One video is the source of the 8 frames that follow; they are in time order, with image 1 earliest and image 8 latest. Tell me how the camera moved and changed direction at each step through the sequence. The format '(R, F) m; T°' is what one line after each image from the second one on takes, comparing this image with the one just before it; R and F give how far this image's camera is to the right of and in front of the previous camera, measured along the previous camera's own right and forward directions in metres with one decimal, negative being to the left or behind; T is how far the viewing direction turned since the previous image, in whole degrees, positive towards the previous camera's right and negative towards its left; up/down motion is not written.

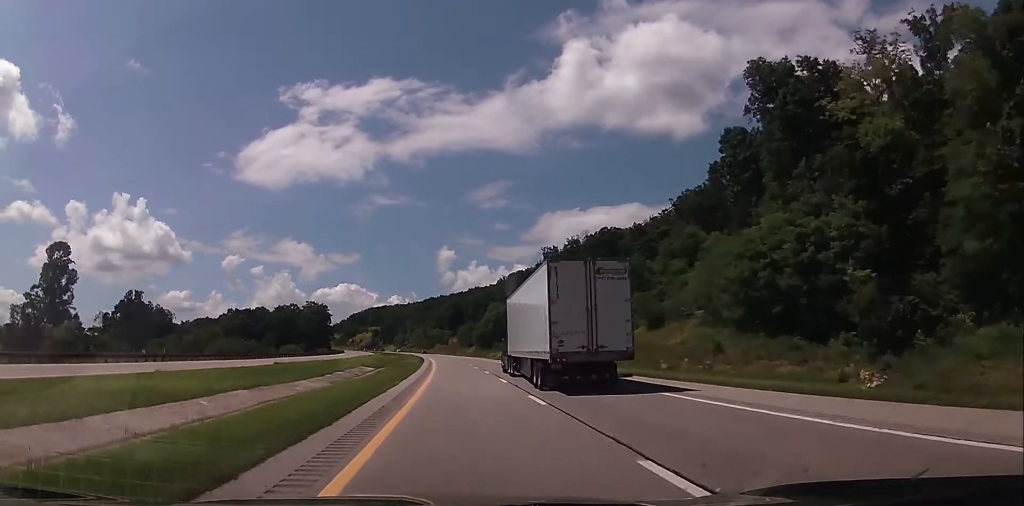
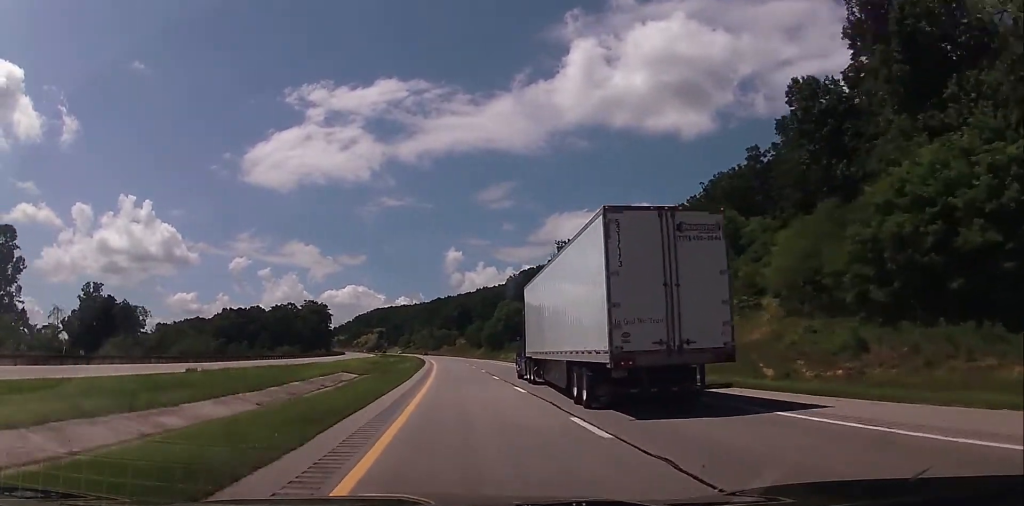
(0.0, +18.6) m; 0°
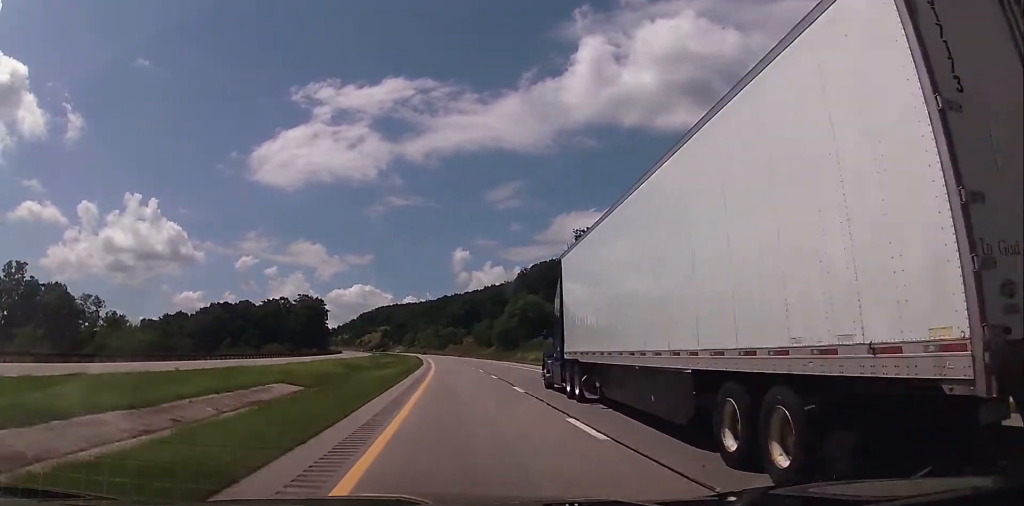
(-0.1, +24.1) m; -1°
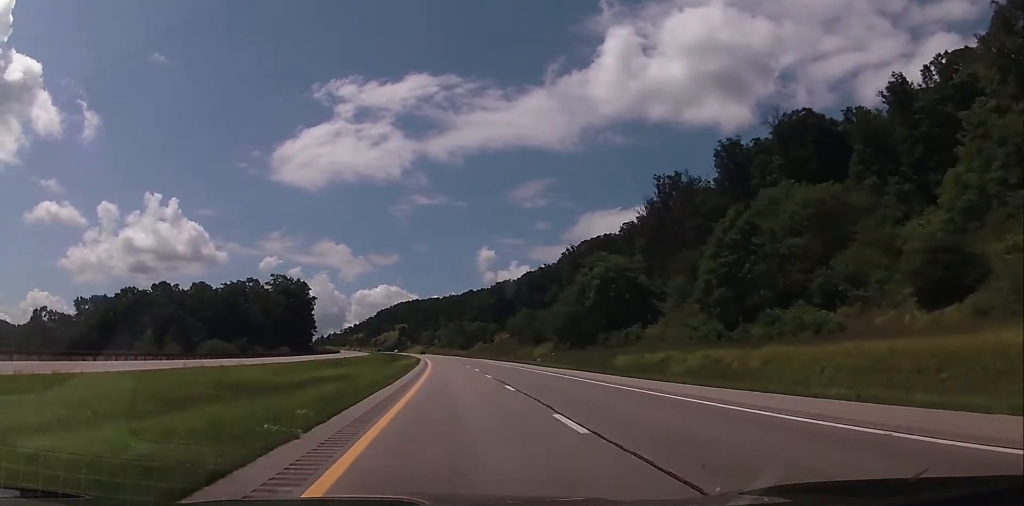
(-1.6, +71.6) m; -2°
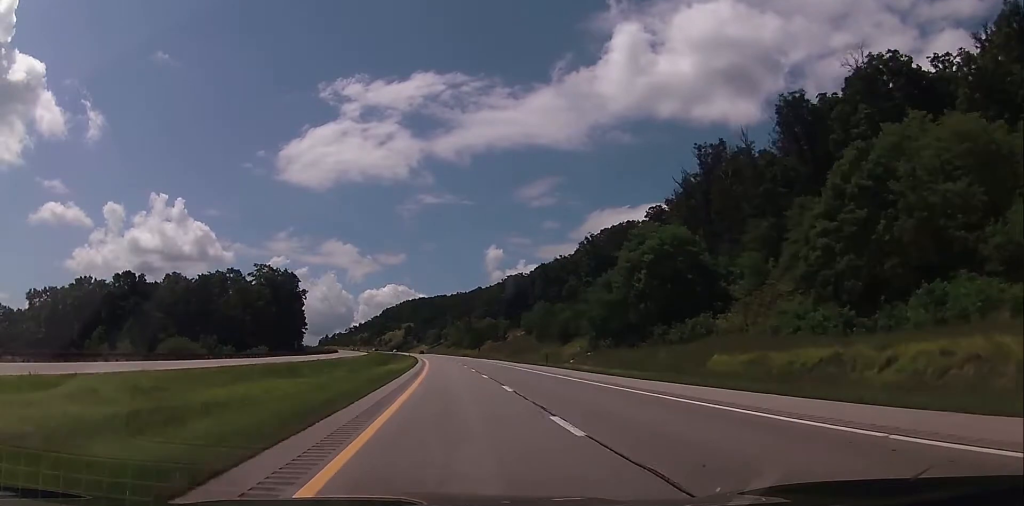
(-0.1, +24.5) m; -1°
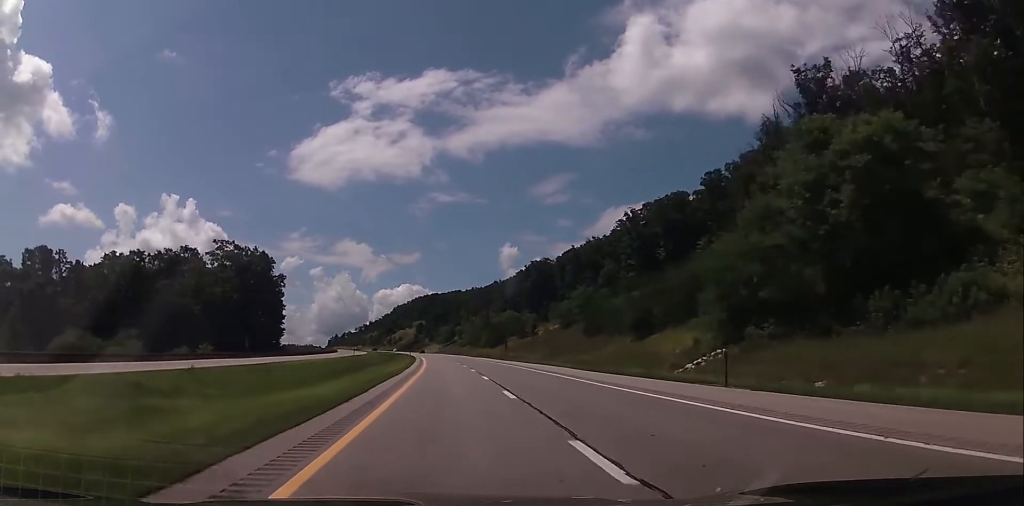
(-0.6, +40.2) m; -2°
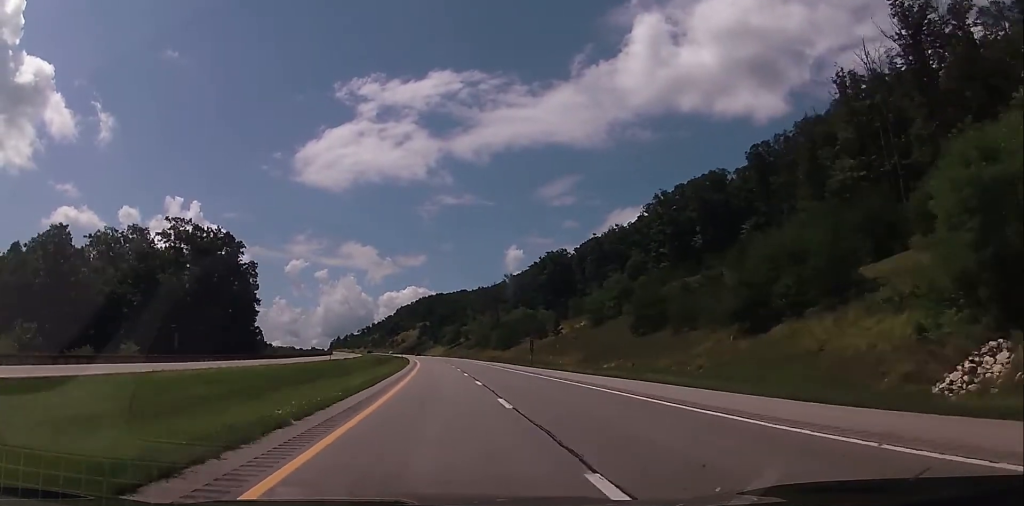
(-0.4, +26.7) m; -1°
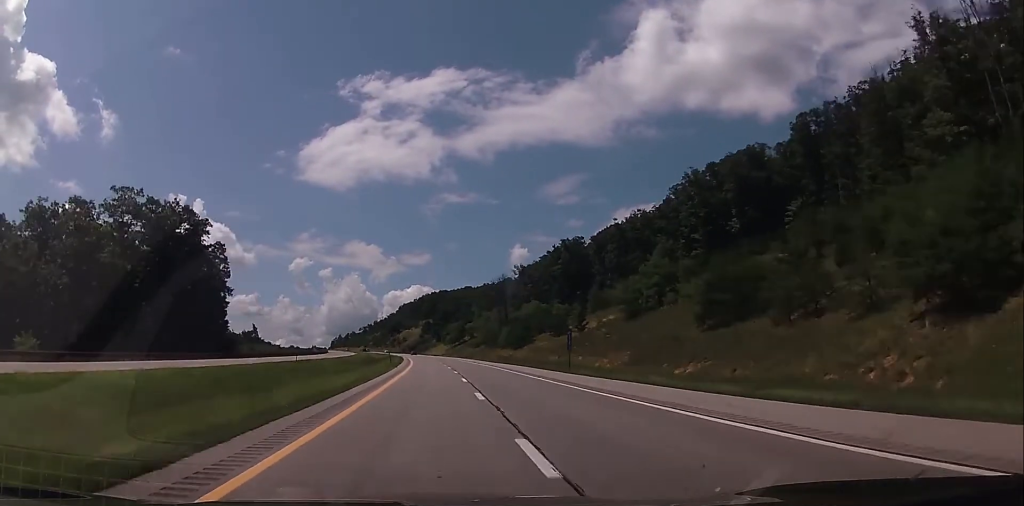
(-0.2, +21.1) m; 0°
